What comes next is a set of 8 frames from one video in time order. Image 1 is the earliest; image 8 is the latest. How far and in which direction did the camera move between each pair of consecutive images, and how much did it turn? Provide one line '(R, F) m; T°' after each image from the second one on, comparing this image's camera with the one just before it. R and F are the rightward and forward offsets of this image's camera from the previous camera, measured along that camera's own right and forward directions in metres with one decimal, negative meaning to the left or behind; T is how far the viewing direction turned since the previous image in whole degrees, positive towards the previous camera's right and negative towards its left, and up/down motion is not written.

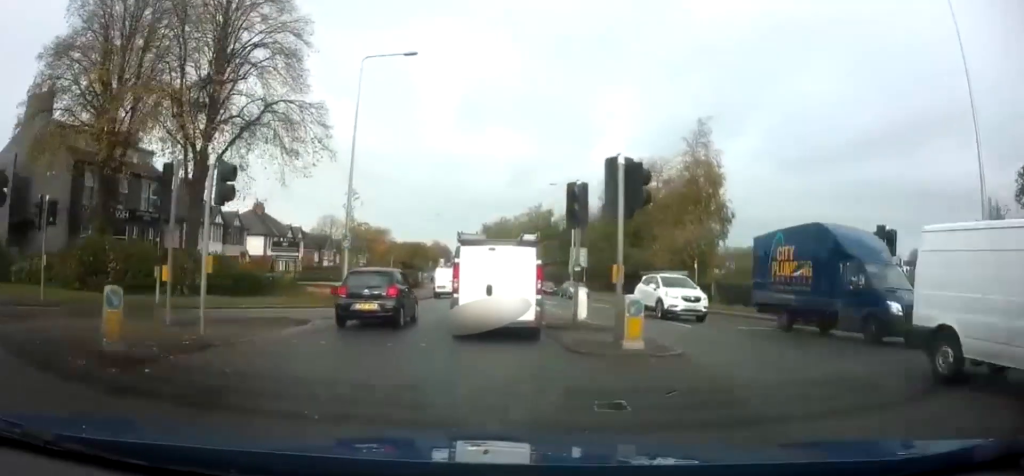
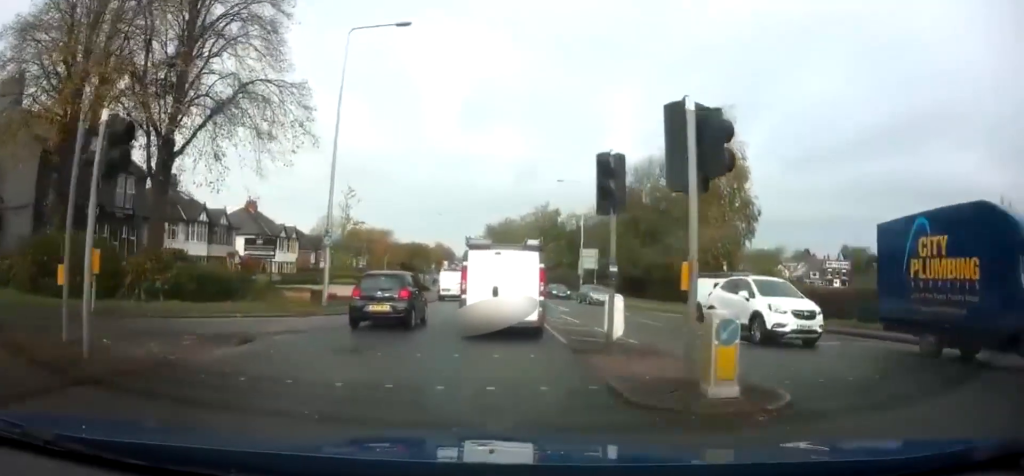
(+0.1, +3.7) m; +1°
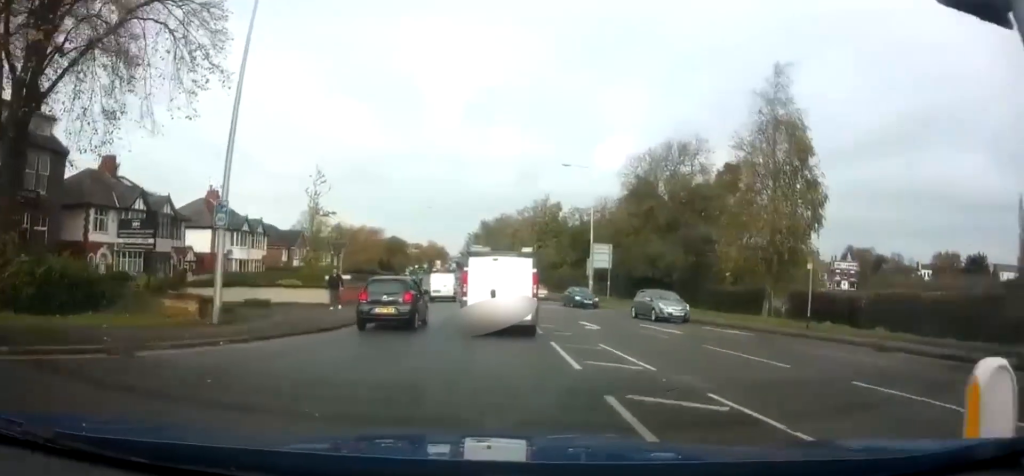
(+0.2, +9.0) m; +2°
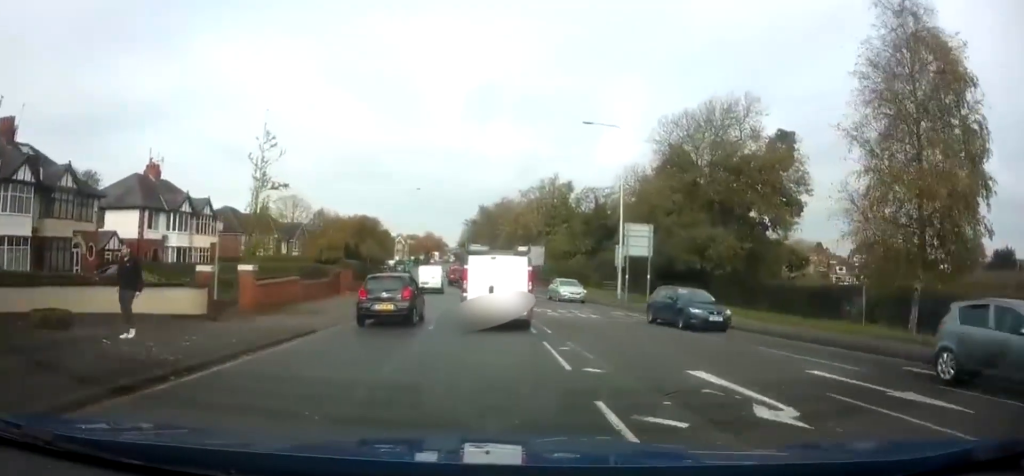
(+0.1, +11.5) m; -1°
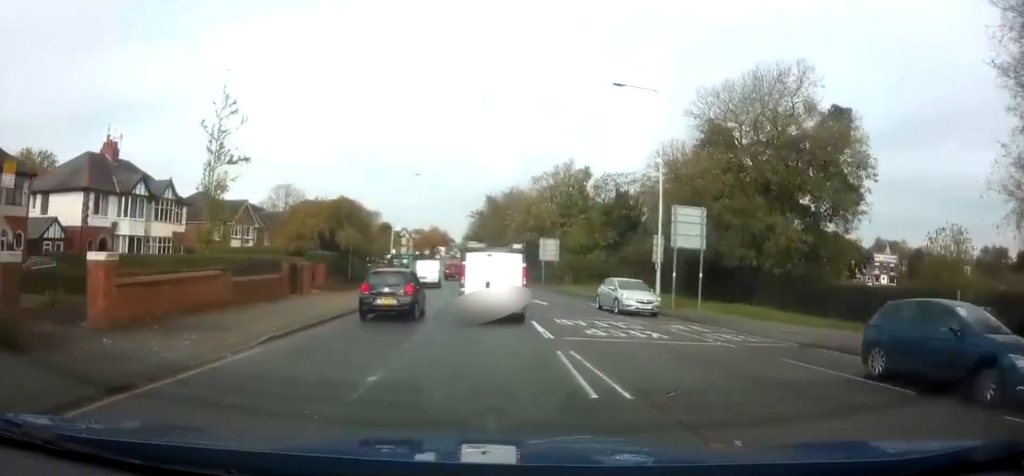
(-0.2, +8.6) m; -1°
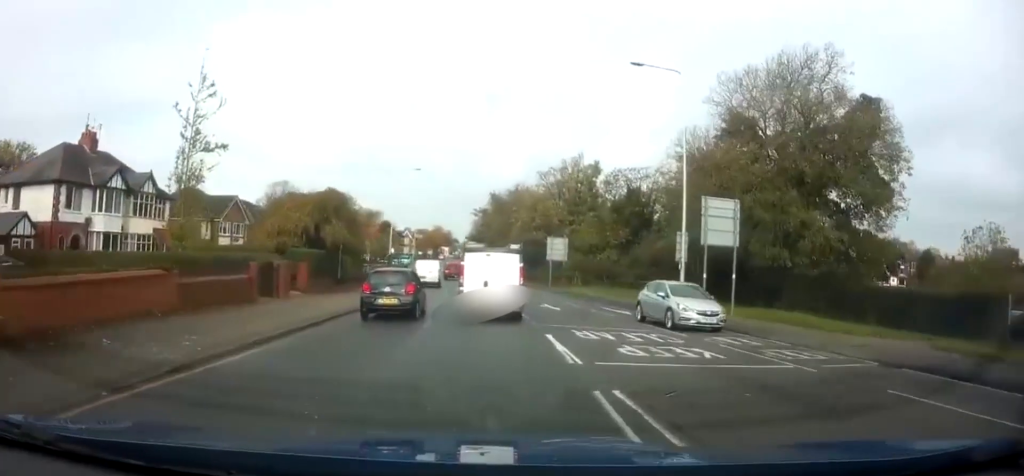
(0.0, +4.1) m; 0°
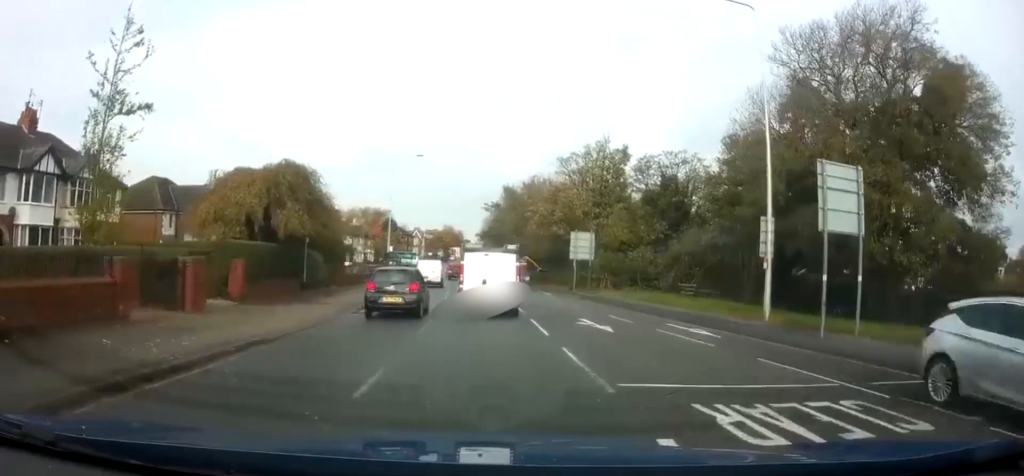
(0.0, +8.6) m; 0°
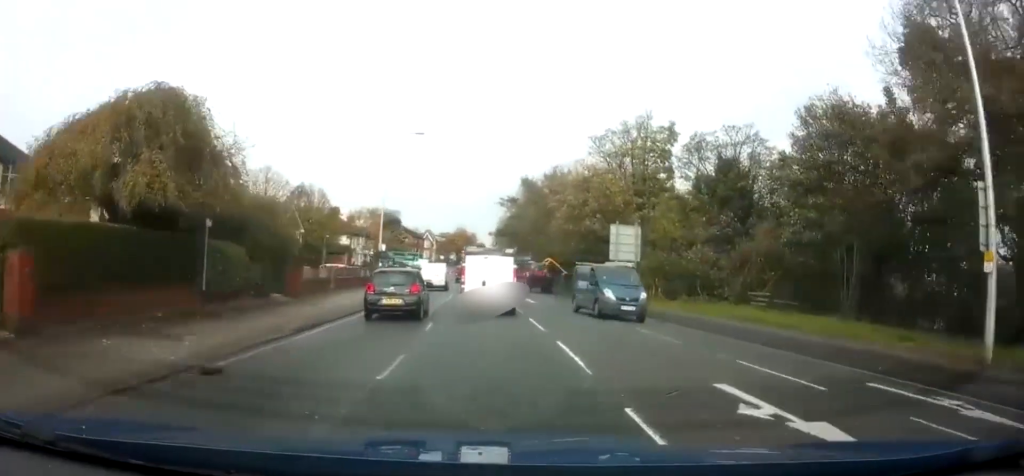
(0.0, +11.1) m; -1°
